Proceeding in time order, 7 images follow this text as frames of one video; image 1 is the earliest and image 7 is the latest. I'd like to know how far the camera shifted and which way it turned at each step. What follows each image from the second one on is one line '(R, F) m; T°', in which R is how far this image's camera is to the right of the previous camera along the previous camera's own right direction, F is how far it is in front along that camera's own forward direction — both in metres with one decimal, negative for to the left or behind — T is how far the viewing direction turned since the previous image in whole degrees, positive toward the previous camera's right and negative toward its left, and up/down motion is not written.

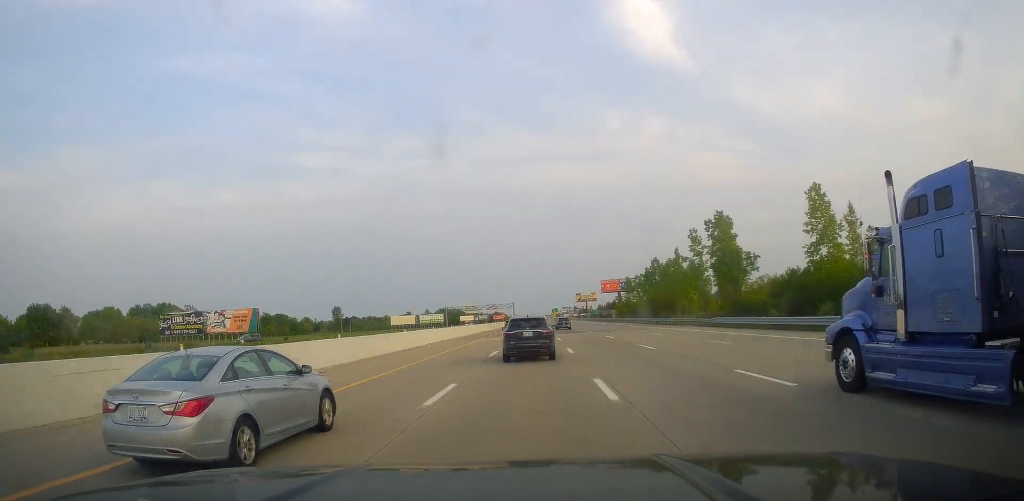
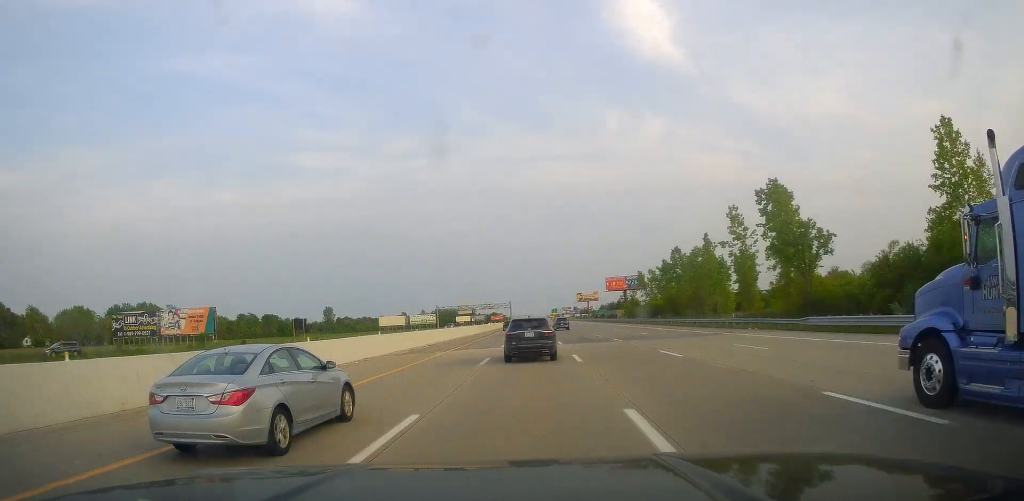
(0.0, +20.6) m; 0°
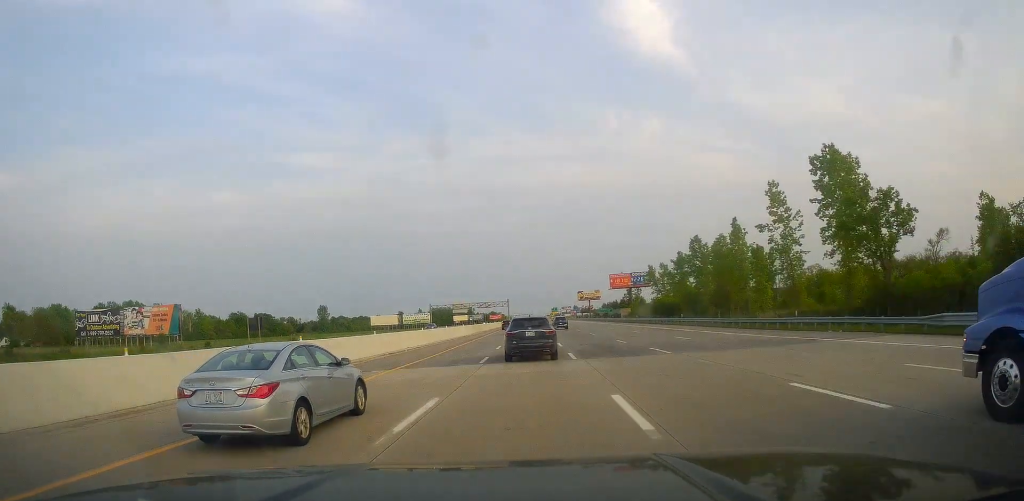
(+0.1, +13.7) m; 0°
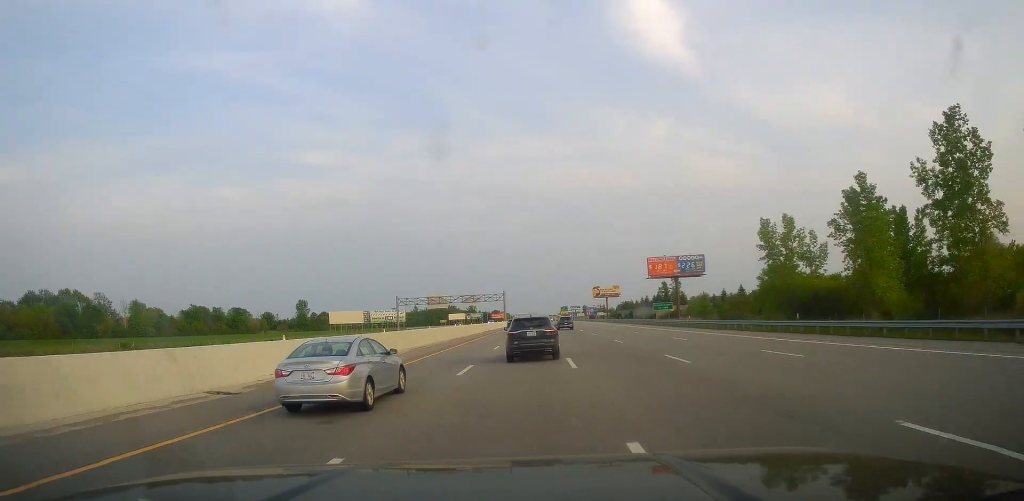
(-0.3, +61.1) m; 0°
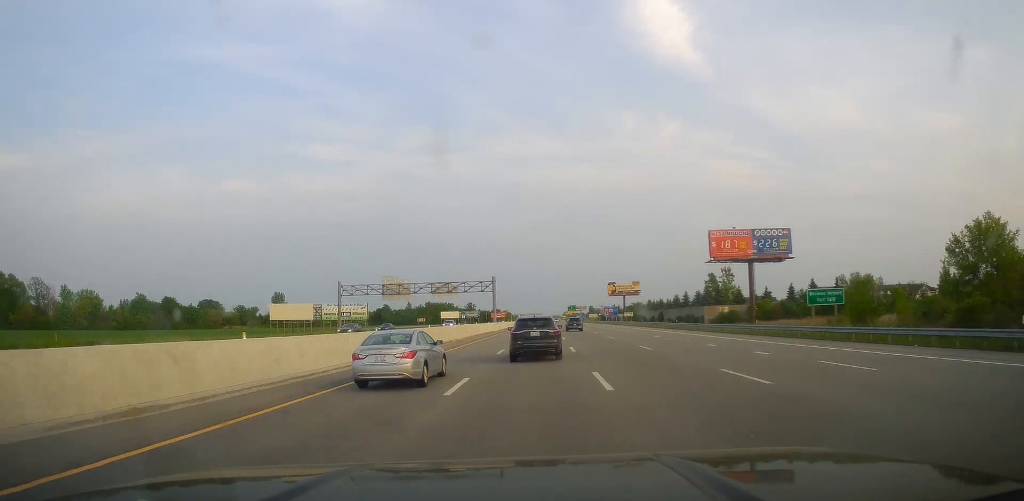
(+0.2, +51.2) m; -1°
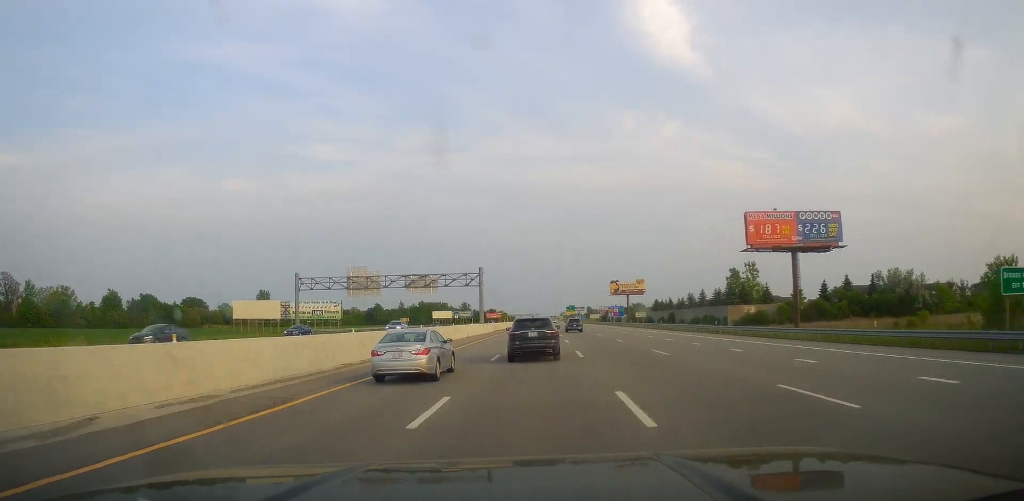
(-0.5, +19.3) m; 0°
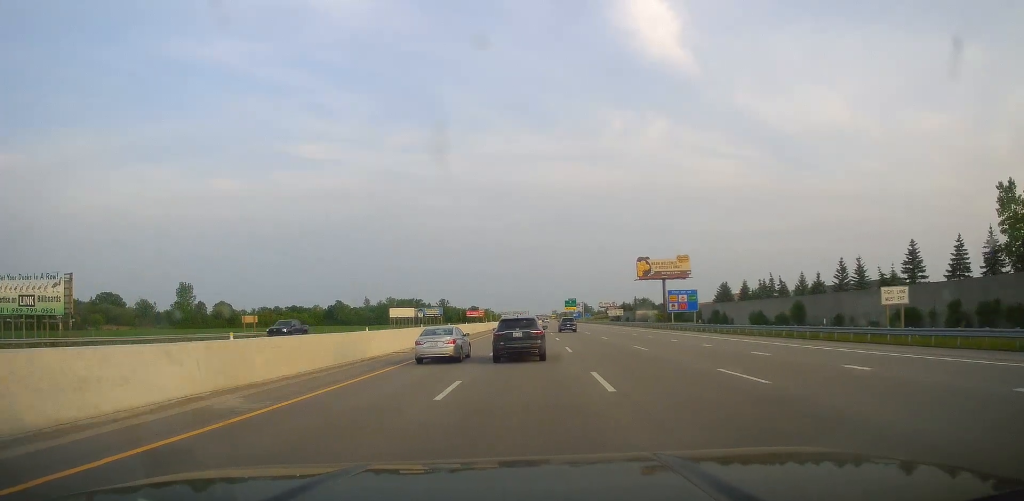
(+1.3, +87.5) m; +1°
